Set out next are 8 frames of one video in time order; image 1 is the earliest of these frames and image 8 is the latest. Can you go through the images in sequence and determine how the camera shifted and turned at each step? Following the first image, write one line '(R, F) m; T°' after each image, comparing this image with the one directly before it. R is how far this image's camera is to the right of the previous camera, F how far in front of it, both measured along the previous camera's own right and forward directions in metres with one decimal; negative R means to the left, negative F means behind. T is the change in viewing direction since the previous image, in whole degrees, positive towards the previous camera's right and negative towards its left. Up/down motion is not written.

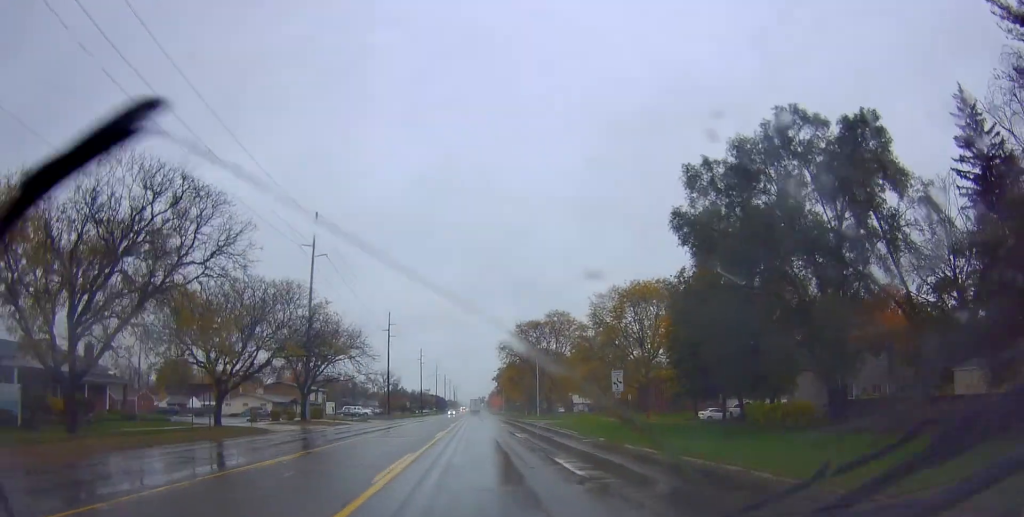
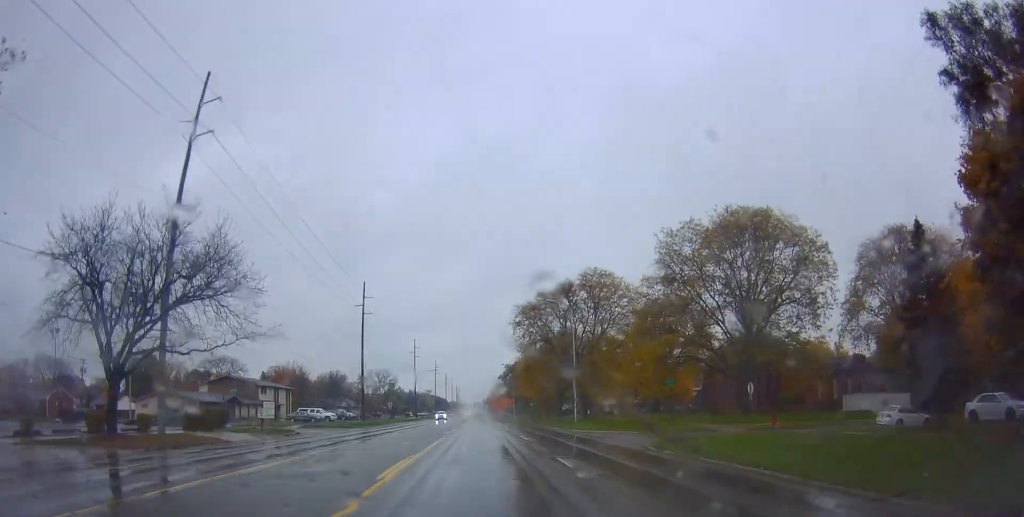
(+0.7, +30.9) m; 0°
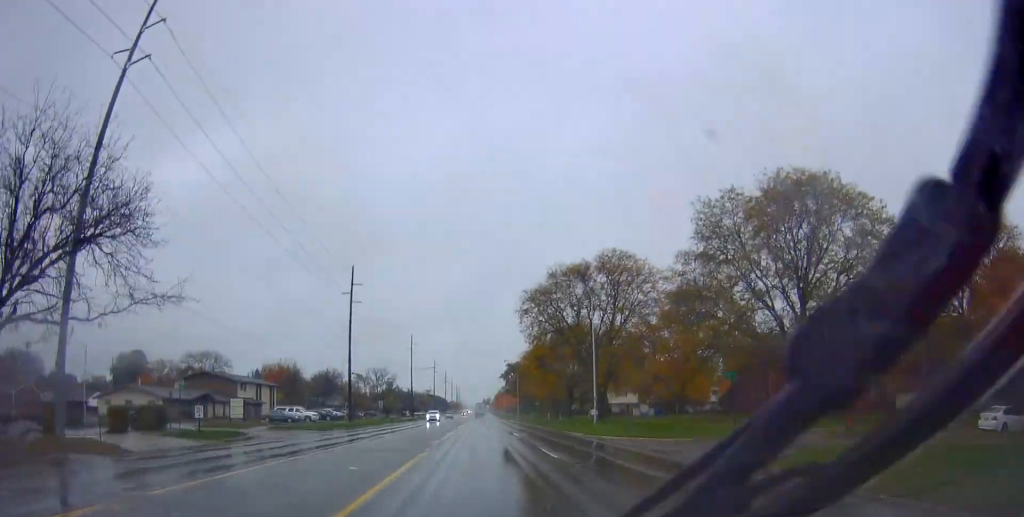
(-0.2, +9.4) m; 0°
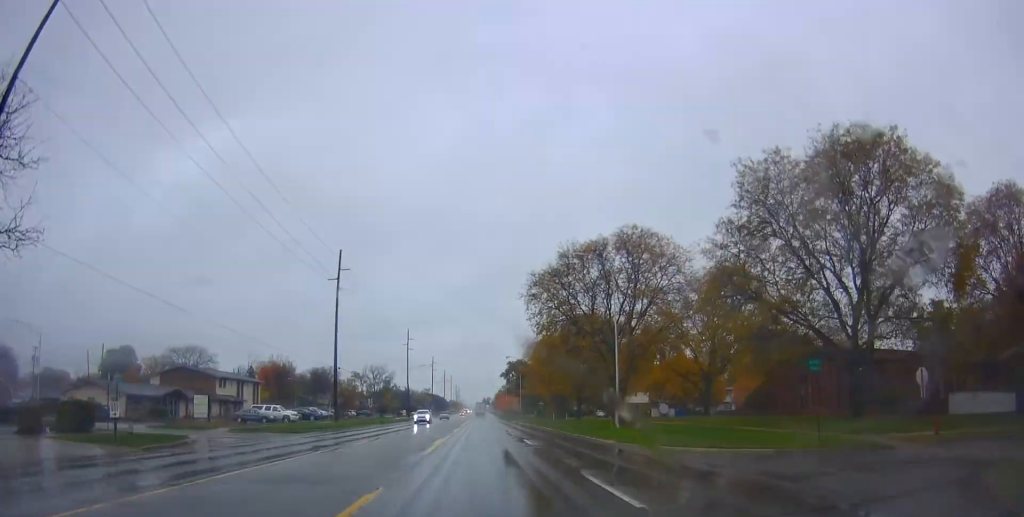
(+0.2, +8.1) m; -1°
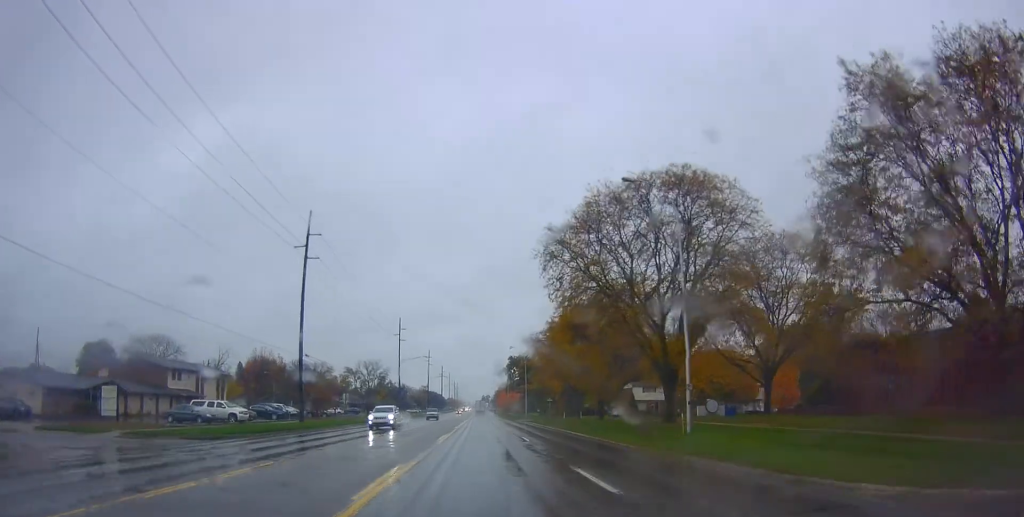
(-0.1, +14.4) m; 0°
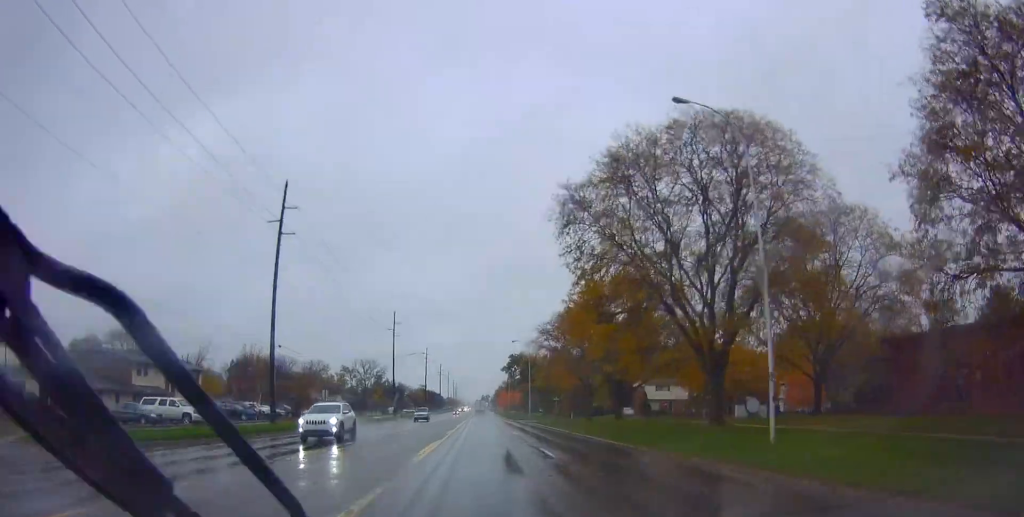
(-0.4, +8.5) m; 0°
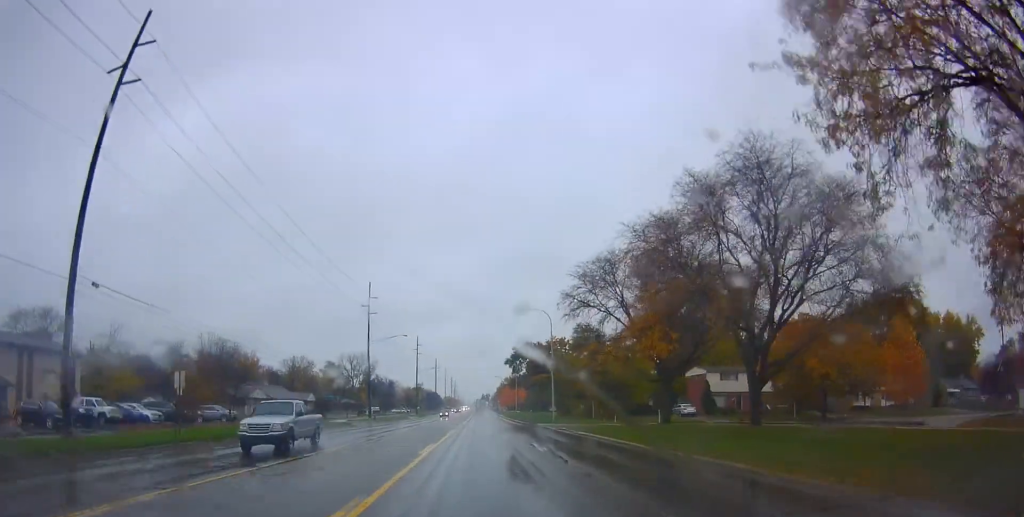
(+1.1, +28.6) m; +1°
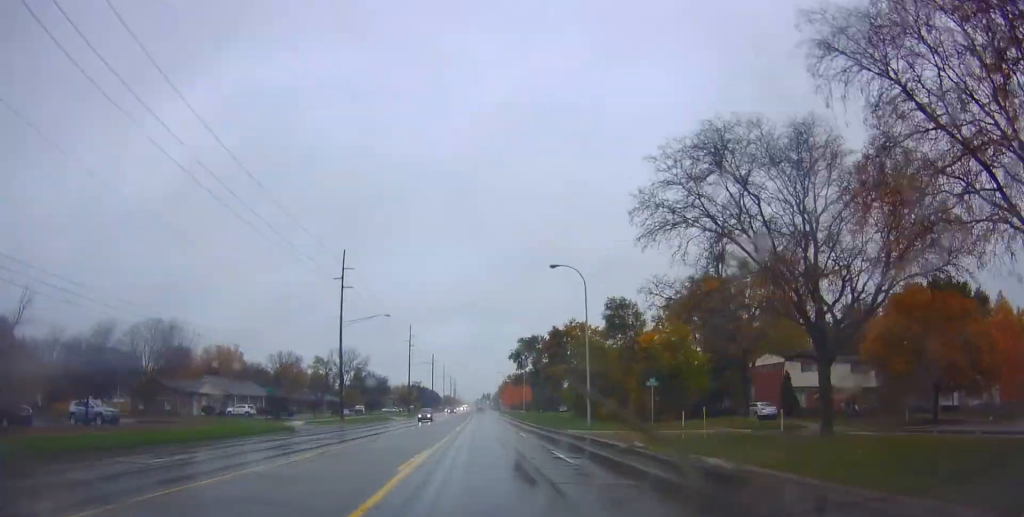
(-0.6, +20.0) m; -2°
